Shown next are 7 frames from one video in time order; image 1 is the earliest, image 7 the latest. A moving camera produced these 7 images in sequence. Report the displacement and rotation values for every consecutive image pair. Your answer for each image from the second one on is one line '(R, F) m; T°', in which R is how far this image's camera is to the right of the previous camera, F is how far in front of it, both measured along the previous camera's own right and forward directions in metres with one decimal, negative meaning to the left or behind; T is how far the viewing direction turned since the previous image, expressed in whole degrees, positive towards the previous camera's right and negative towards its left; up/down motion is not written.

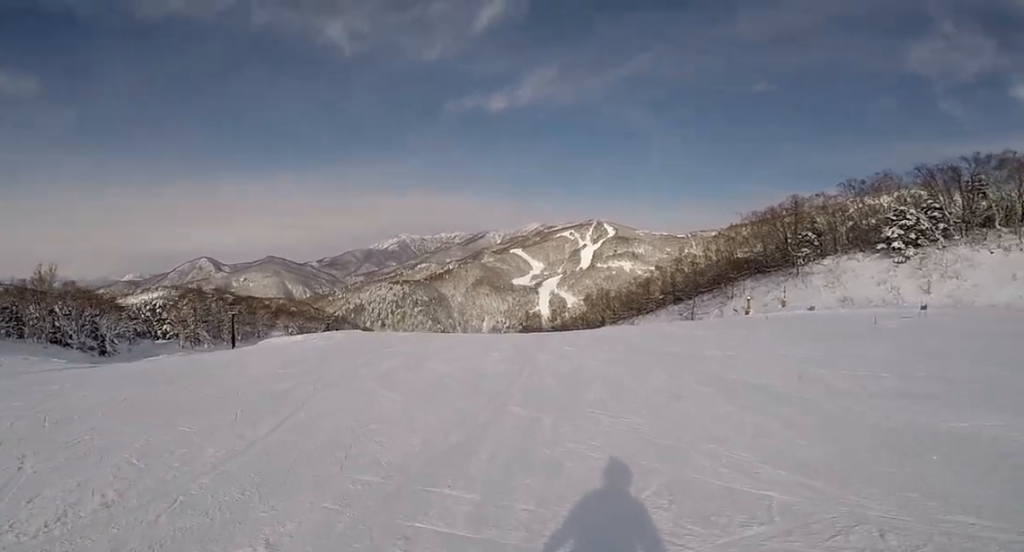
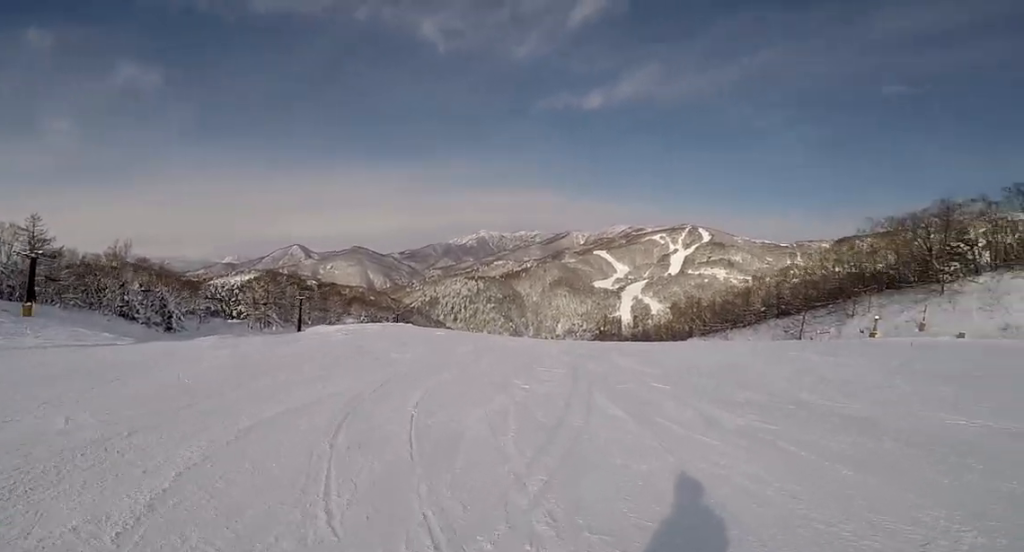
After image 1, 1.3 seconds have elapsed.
(-1.3, +6.0) m; -11°
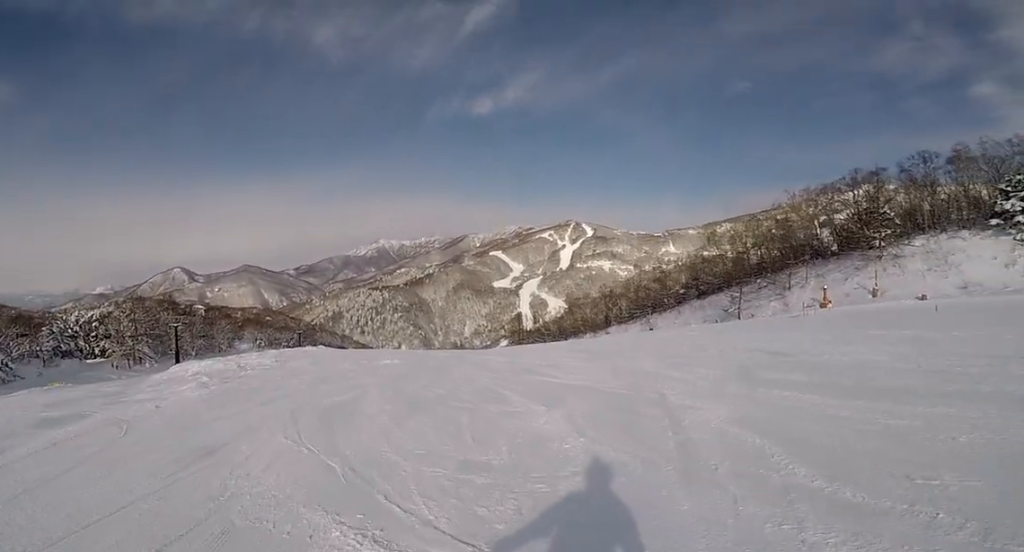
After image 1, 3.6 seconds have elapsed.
(+0.8, +11.4) m; +26°
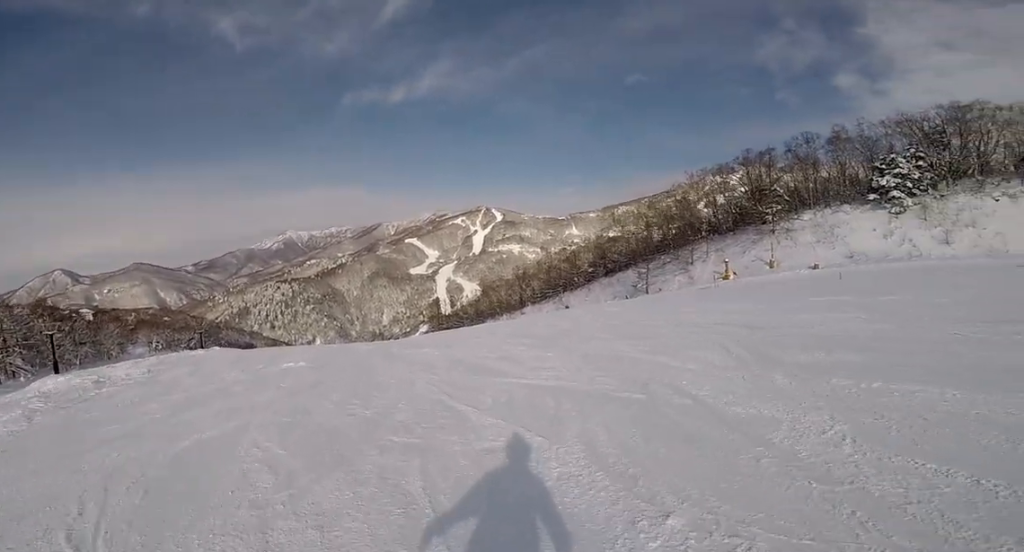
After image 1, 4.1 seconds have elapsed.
(+1.0, +2.4) m; +11°
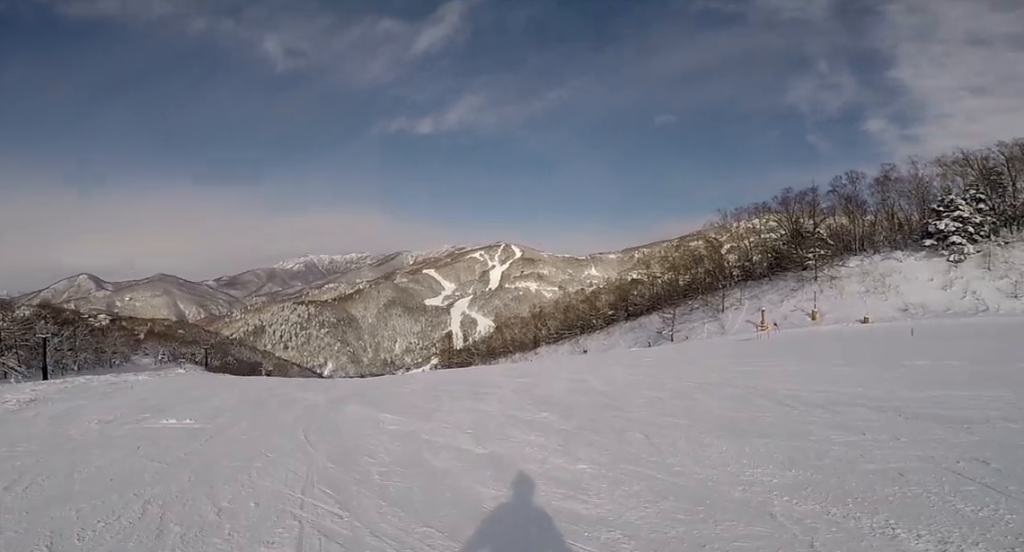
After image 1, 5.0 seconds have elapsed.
(+0.2, +4.8) m; -12°
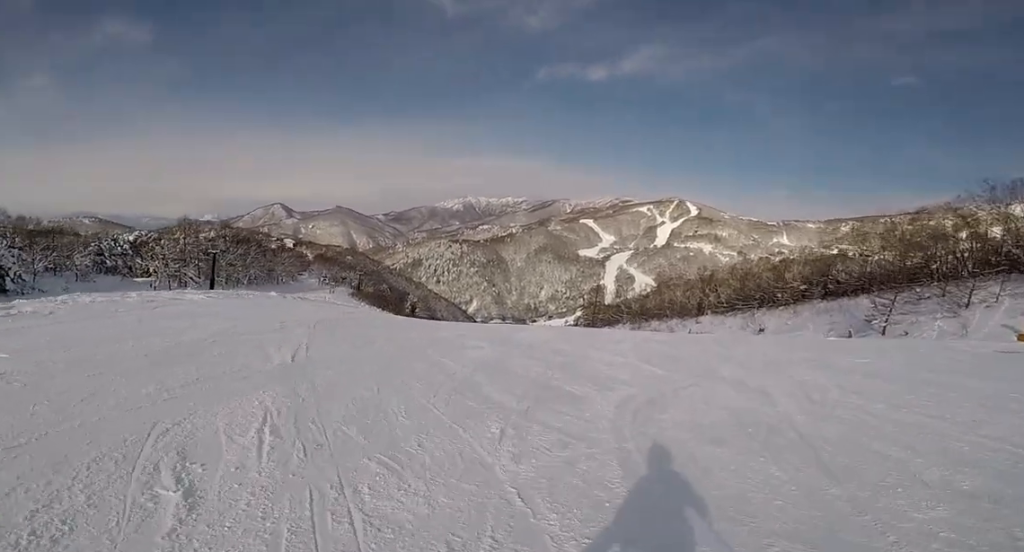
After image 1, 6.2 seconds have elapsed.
(-1.7, +5.2) m; -21°
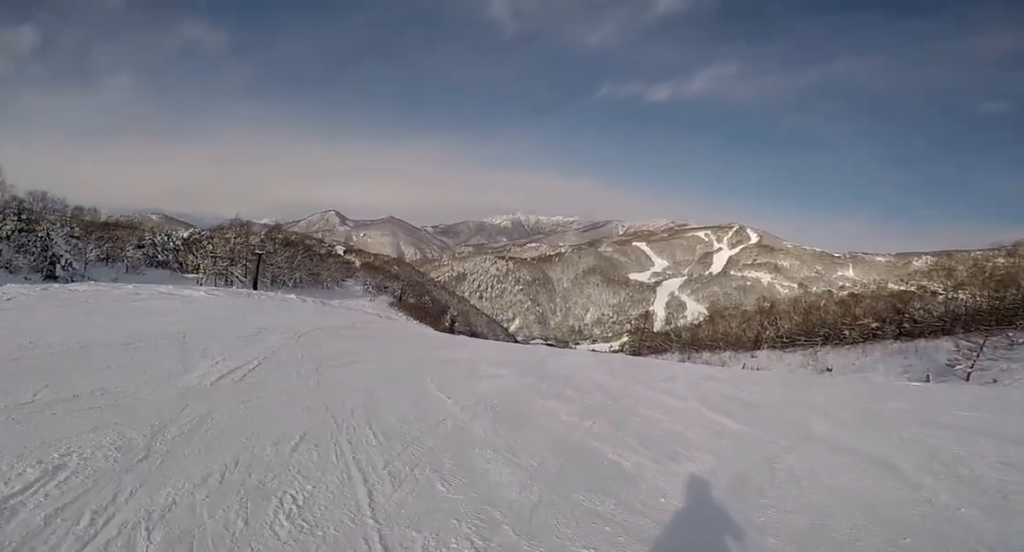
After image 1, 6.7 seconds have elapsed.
(-0.1, +2.4) m; -9°
